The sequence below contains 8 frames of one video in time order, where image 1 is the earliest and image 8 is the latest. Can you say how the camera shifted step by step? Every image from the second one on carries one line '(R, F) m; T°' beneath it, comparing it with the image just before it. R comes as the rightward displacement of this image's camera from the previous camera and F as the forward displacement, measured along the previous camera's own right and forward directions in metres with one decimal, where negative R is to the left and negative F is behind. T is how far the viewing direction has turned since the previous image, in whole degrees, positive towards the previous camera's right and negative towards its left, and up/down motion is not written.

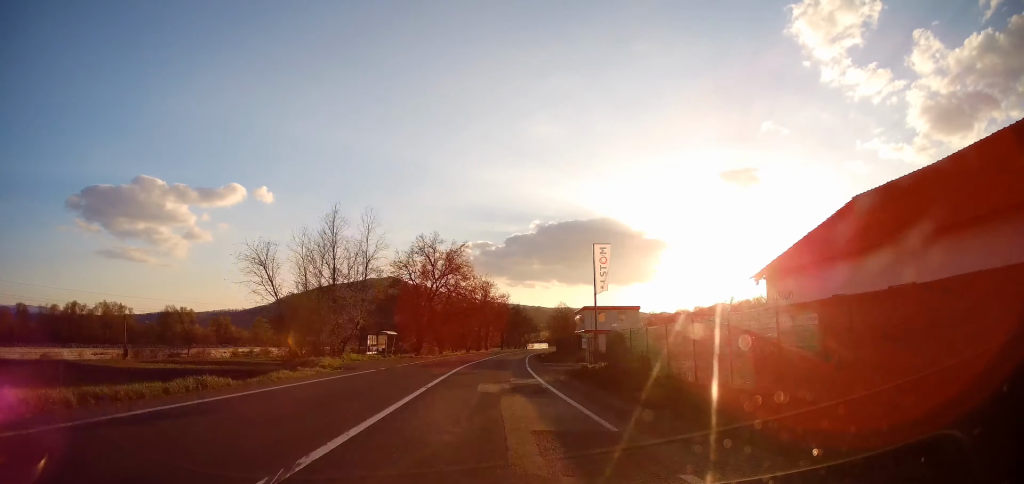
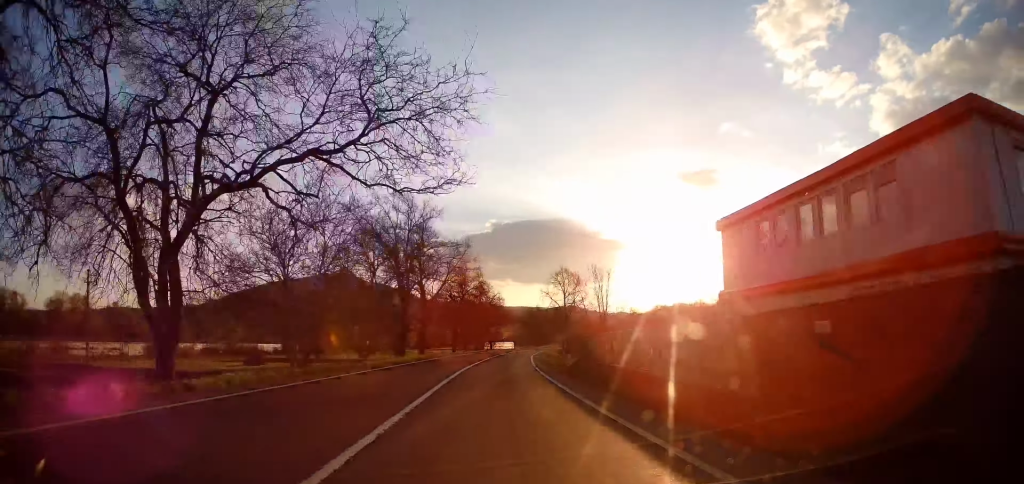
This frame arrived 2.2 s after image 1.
(+0.4, +52.5) m; +3°
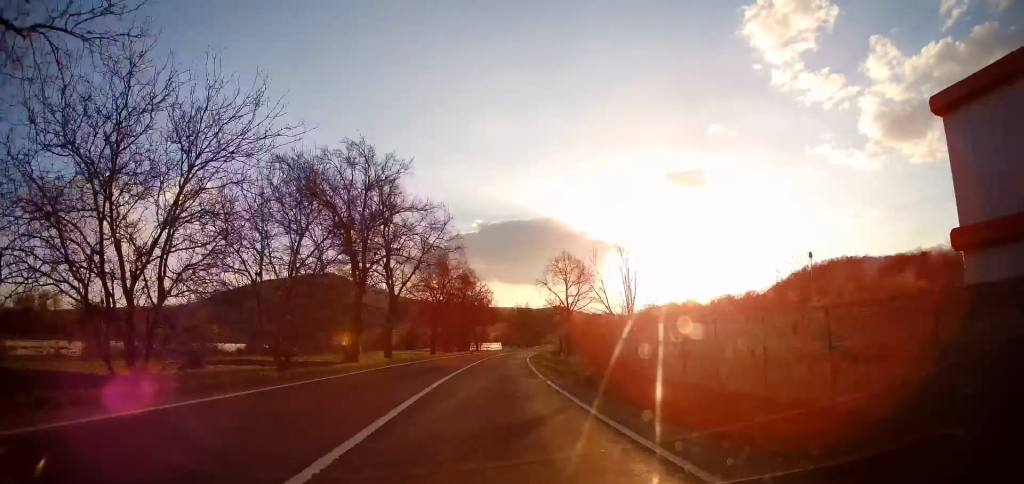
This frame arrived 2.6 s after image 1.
(+0.2, +11.6) m; +1°
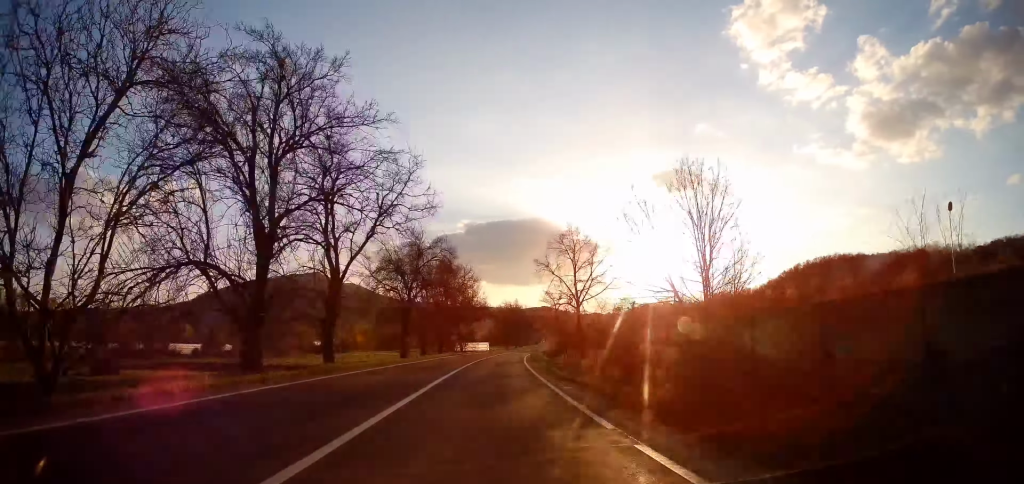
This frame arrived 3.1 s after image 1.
(+0.1, +12.5) m; +1°
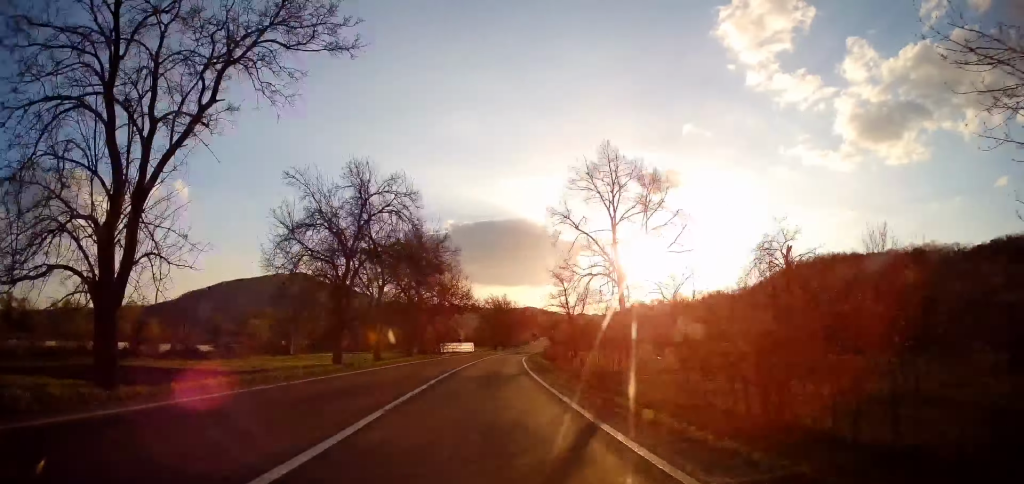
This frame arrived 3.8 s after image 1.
(+0.3, +16.9) m; +1°
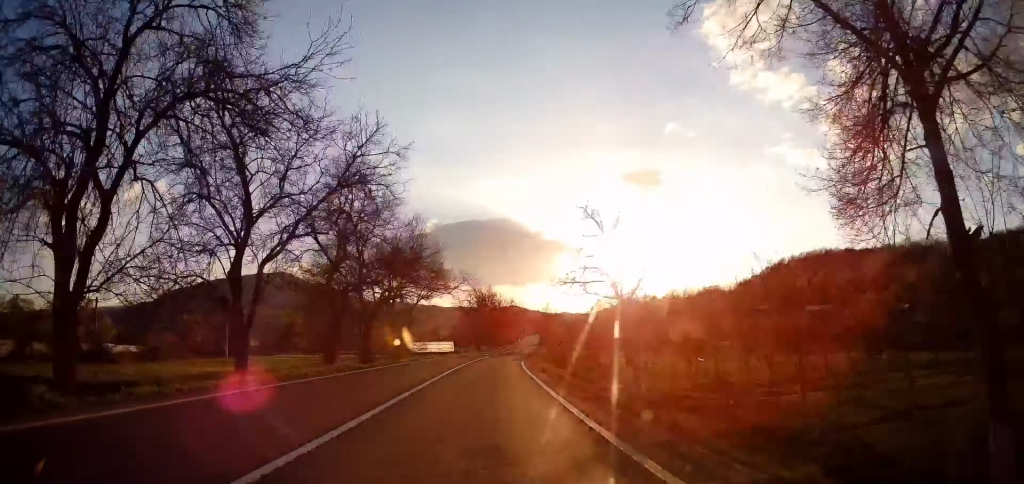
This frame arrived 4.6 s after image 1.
(+0.1, +19.7) m; +2°
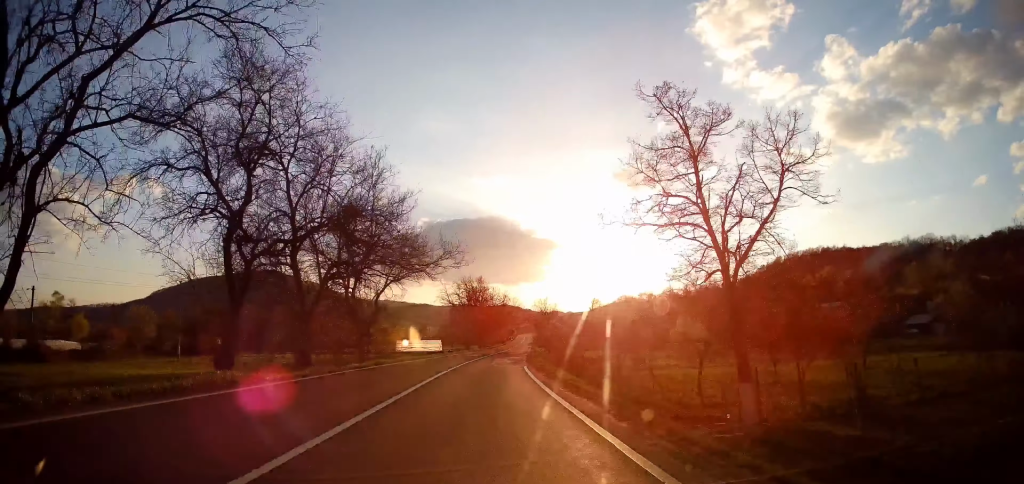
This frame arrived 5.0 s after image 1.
(-0.2, +11.2) m; +1°
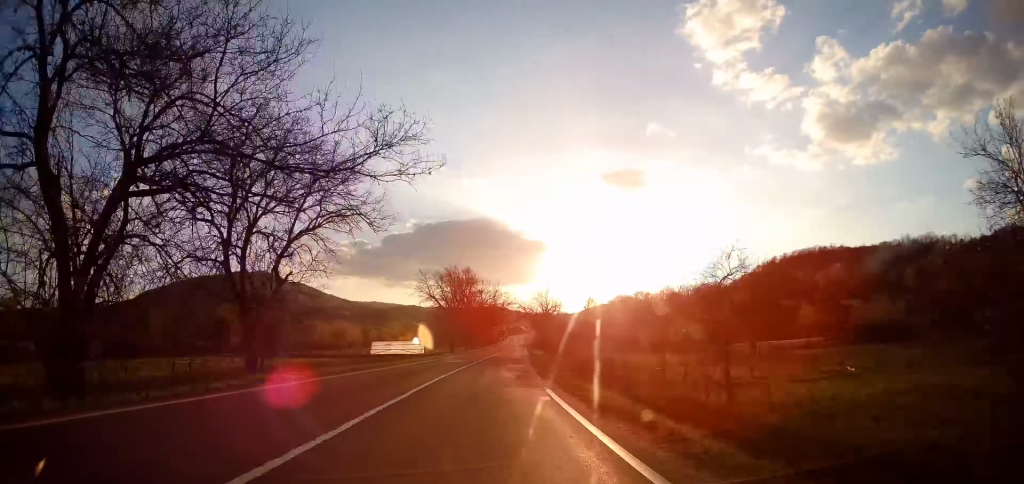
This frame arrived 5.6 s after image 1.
(+0.6, +15.6) m; +1°
